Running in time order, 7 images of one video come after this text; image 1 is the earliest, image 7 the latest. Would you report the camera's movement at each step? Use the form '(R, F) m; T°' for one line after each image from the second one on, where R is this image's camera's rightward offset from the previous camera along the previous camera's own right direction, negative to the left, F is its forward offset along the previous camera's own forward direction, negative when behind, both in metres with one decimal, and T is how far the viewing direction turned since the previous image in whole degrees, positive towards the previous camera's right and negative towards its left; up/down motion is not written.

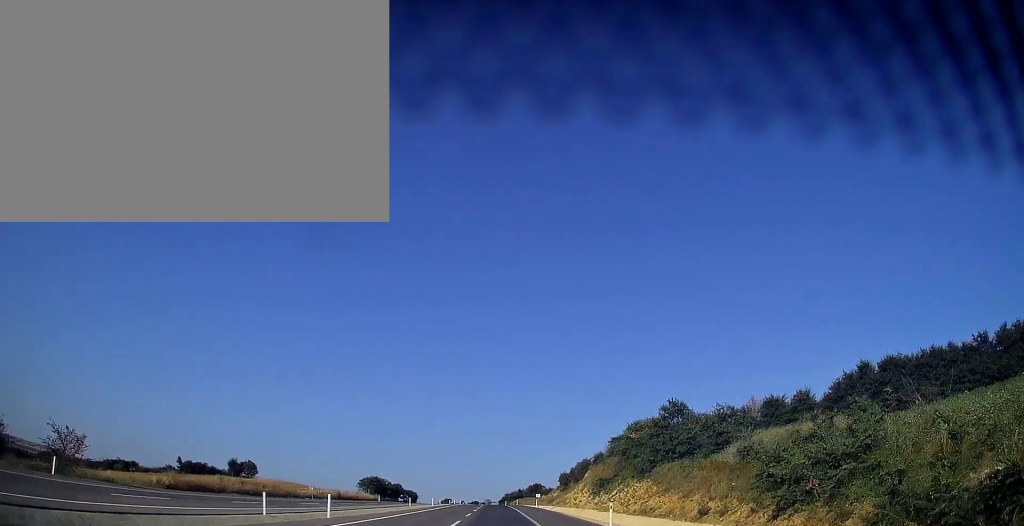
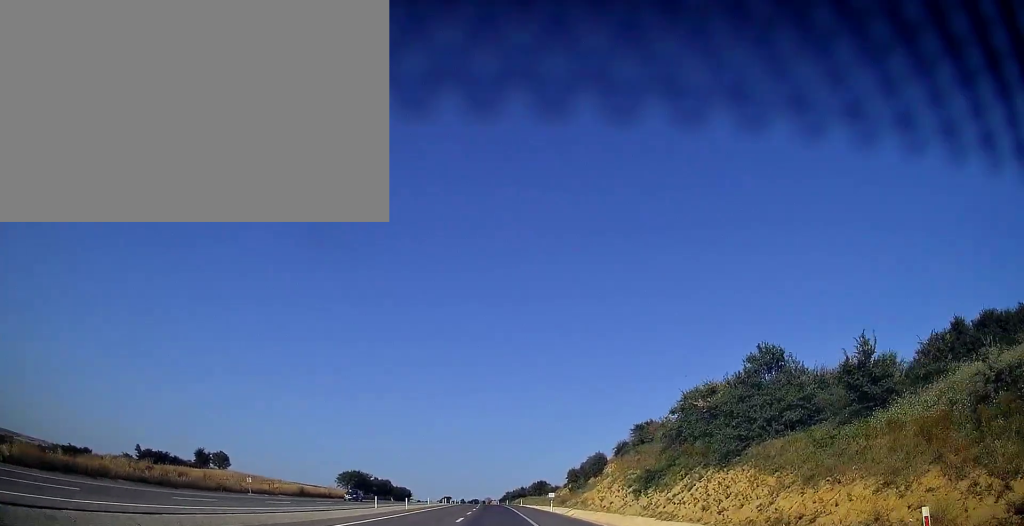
(+0.1, +19.6) m; 0°
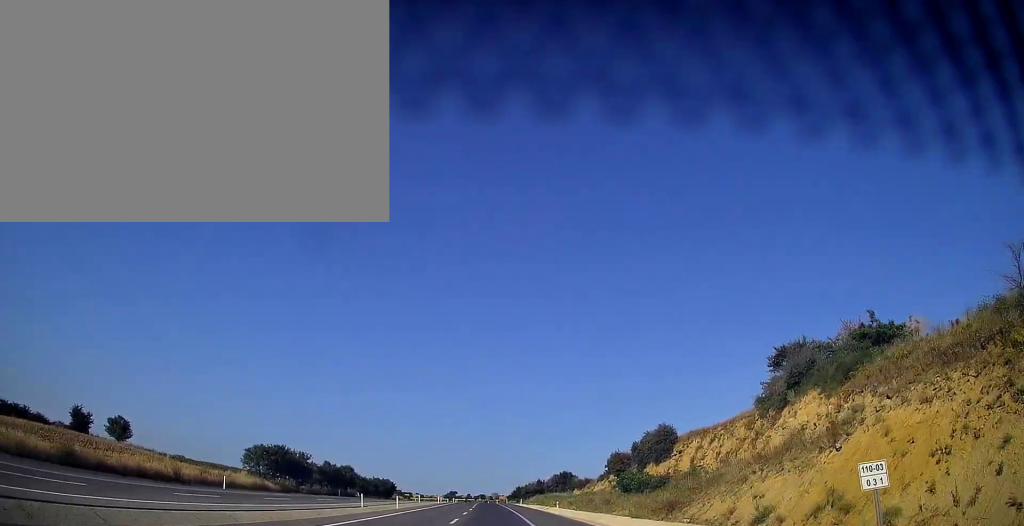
(-0.3, +50.2) m; -1°
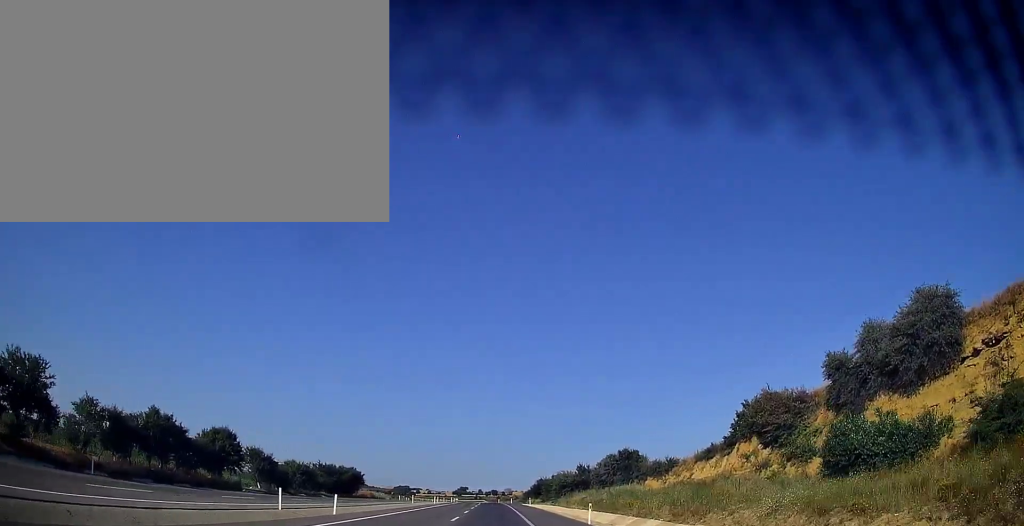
(-0.3, +58.0) m; -1°
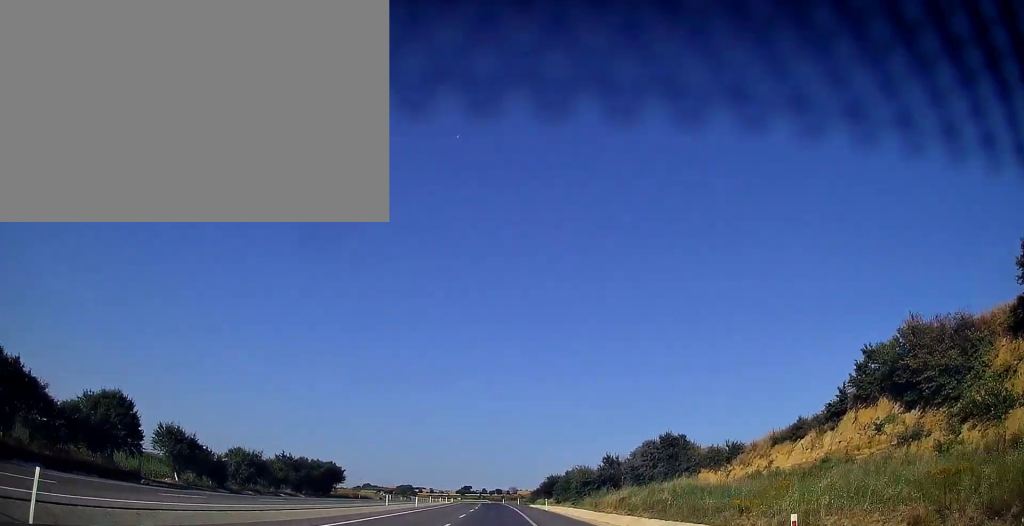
(-0.1, +19.7) m; -1°
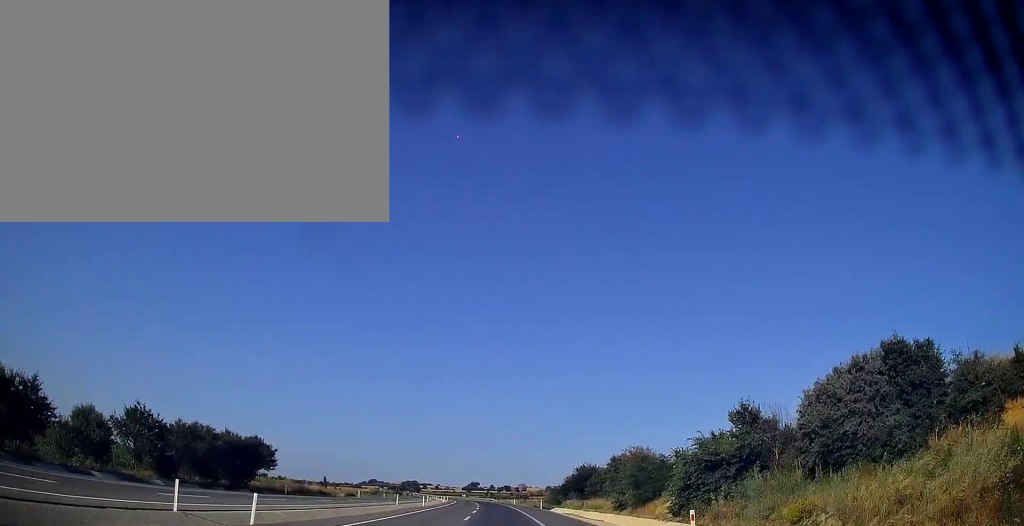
(-0.4, +38.4) m; -1°
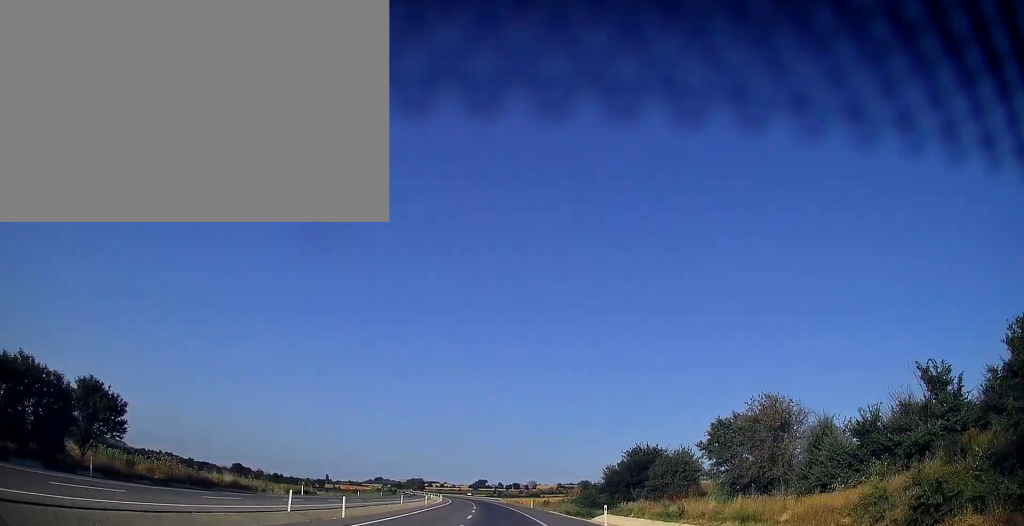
(-0.2, +33.5) m; -1°
